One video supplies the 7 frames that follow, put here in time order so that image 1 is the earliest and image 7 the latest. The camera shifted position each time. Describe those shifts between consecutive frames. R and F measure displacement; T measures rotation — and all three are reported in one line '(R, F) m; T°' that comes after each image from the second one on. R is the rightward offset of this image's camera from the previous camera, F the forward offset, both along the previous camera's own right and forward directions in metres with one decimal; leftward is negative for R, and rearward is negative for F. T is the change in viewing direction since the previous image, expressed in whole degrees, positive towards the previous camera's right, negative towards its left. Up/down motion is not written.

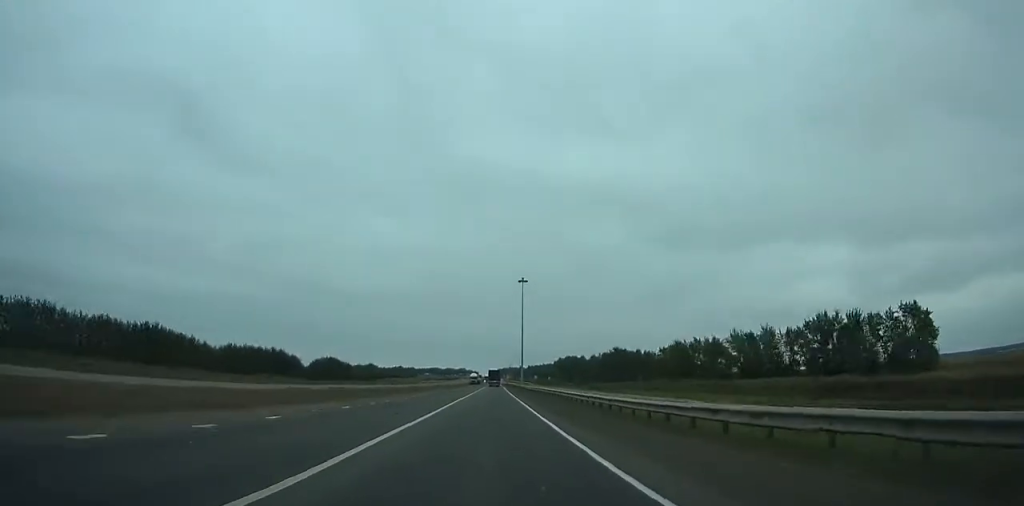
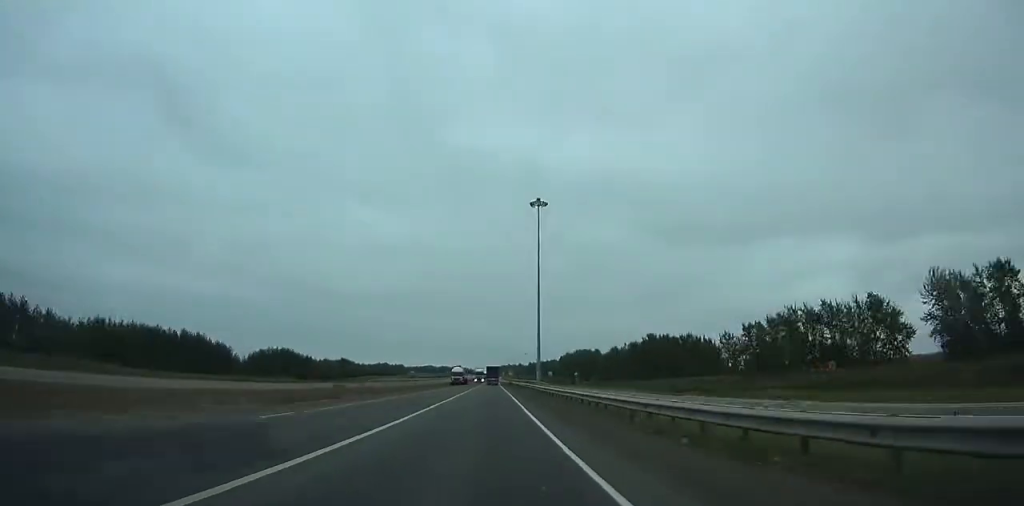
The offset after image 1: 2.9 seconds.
(+0.3, +72.0) m; 0°
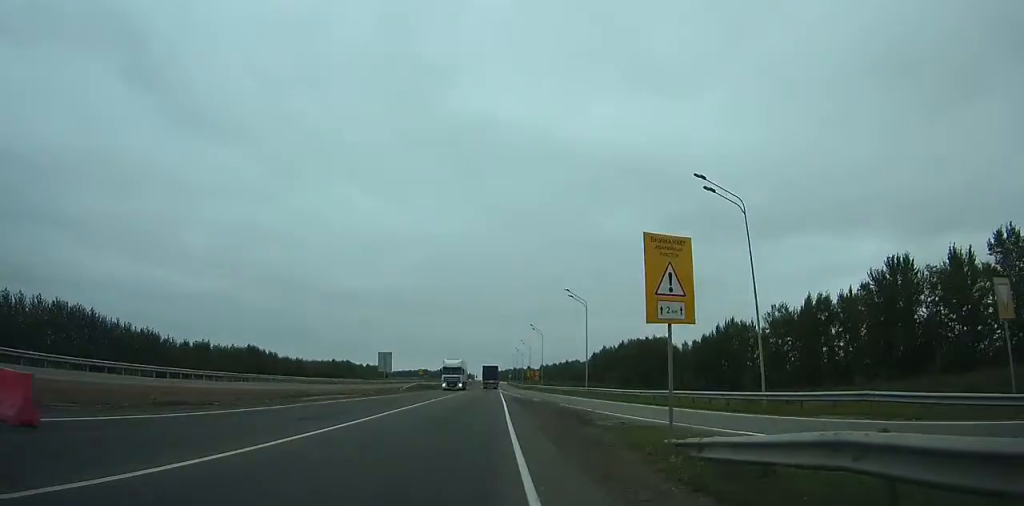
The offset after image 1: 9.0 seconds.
(+0.4, +147.3) m; 0°
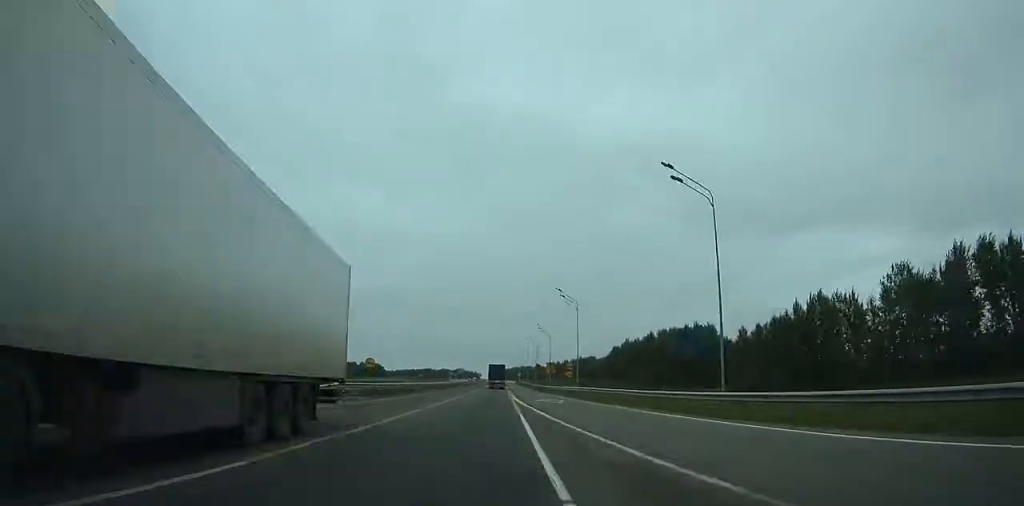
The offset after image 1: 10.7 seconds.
(-0.1, +39.5) m; 0°
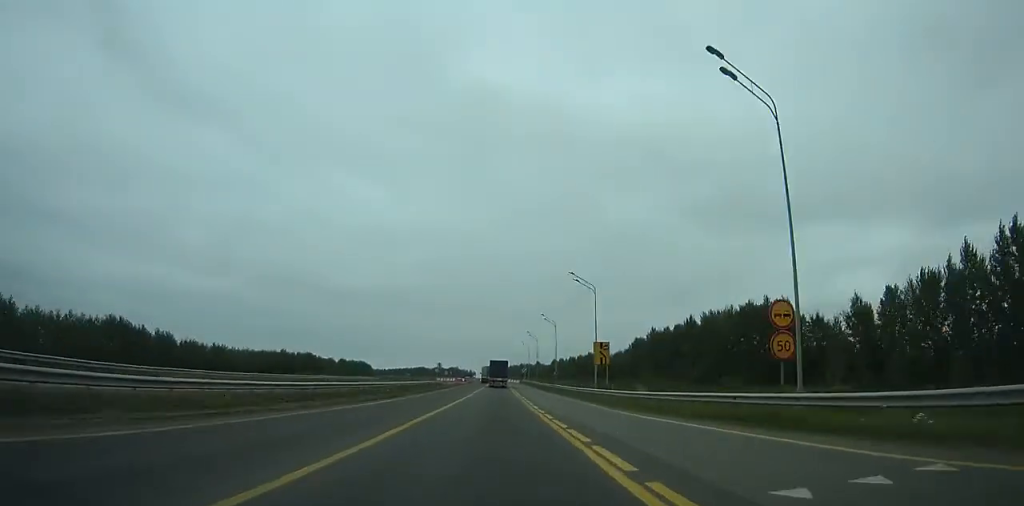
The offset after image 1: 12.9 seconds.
(-0.3, +49.3) m; 0°
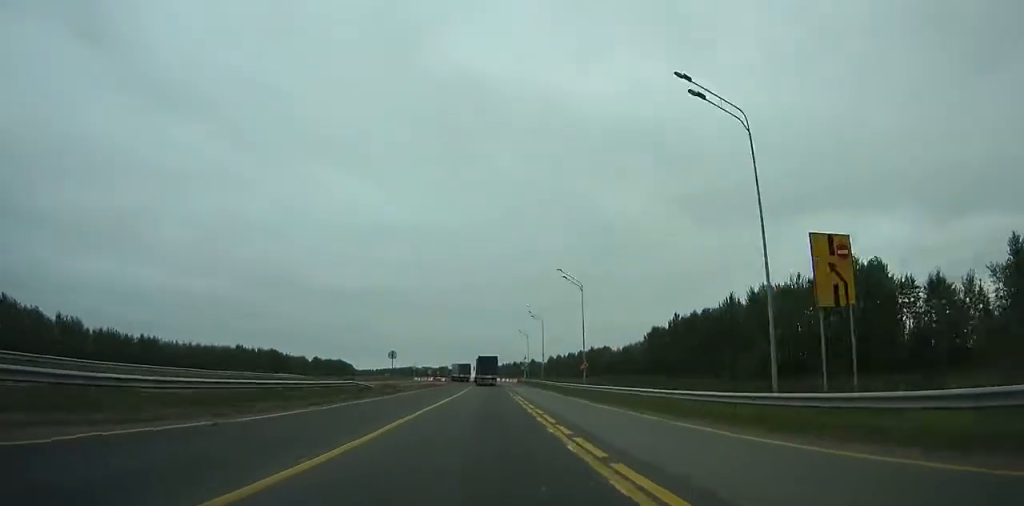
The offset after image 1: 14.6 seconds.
(-0.2, +37.1) m; 0°
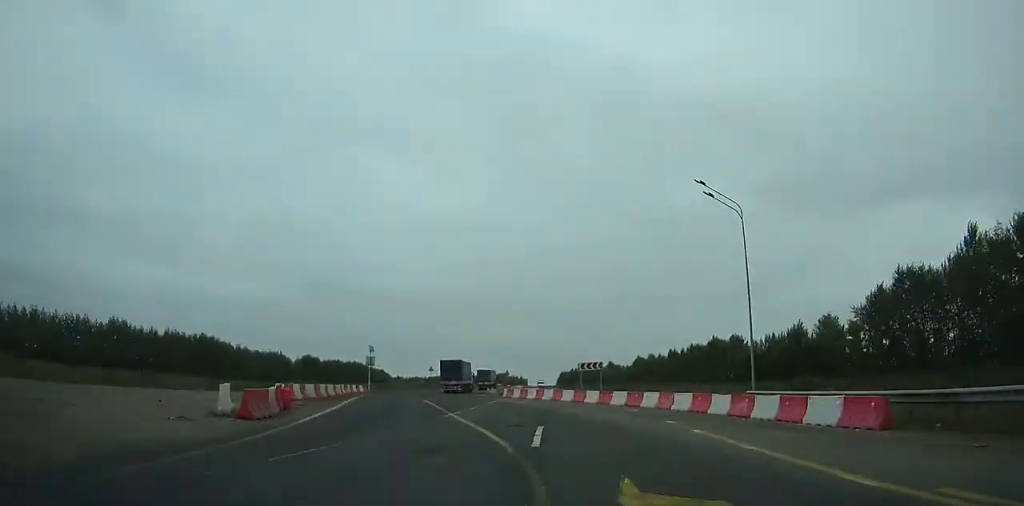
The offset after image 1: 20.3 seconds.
(+0.3, +110.1) m; -4°
